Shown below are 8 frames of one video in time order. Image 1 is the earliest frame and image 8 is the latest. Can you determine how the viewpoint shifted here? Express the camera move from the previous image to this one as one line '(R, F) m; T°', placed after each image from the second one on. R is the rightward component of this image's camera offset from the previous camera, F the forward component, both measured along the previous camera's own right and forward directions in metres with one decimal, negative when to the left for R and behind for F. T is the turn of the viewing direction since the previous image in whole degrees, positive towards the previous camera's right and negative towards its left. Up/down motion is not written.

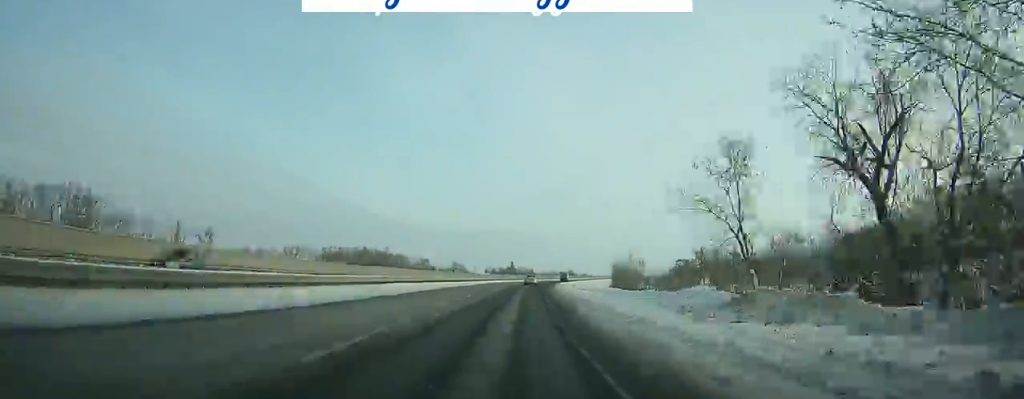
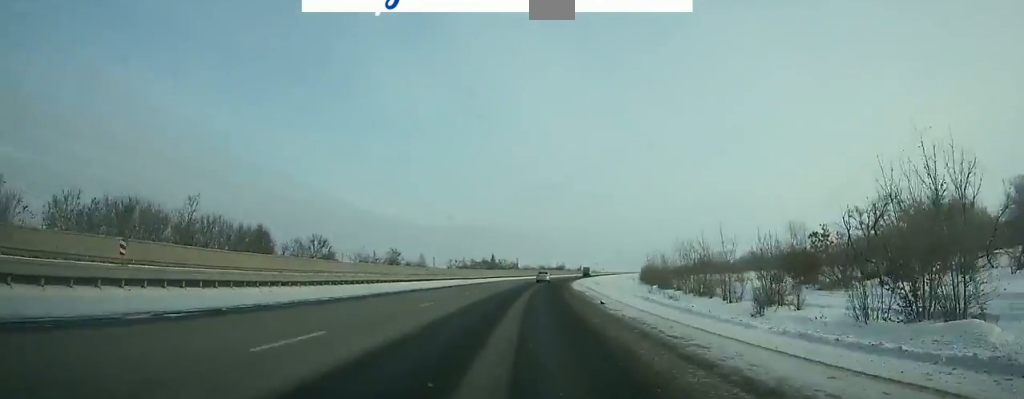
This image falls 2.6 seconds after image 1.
(+0.7, +59.7) m; +3°
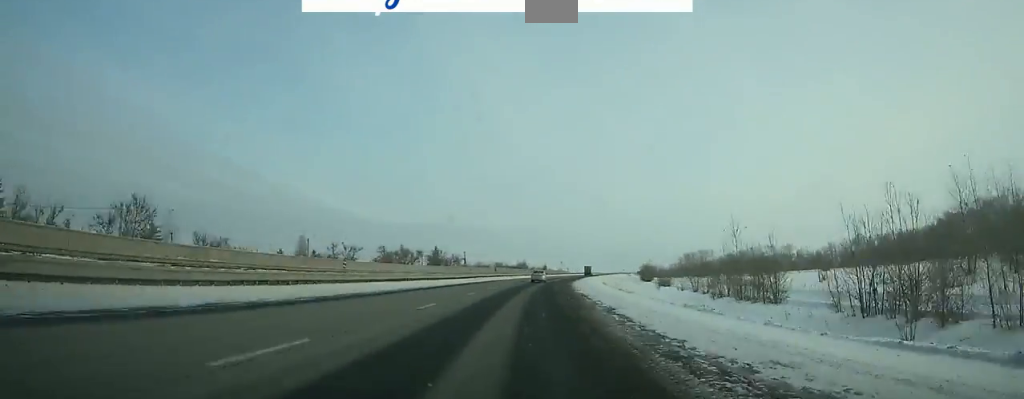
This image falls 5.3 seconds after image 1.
(+2.3, +61.8) m; +4°
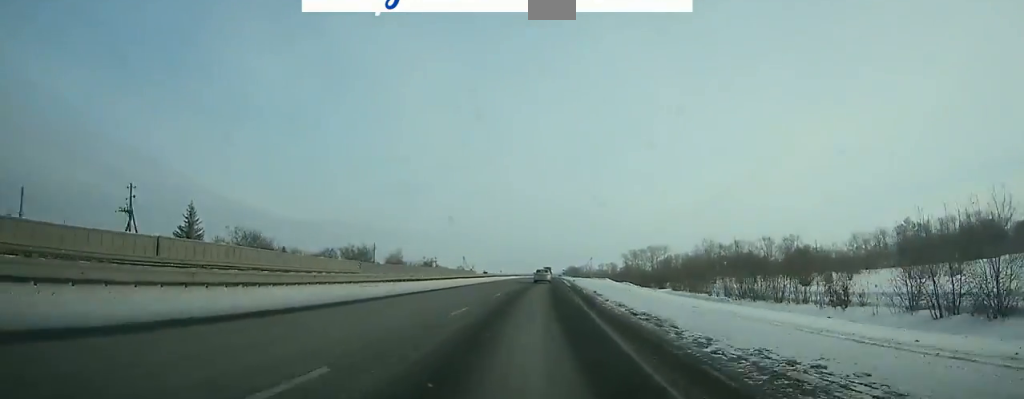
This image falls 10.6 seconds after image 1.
(+9.7, +120.8) m; +8°
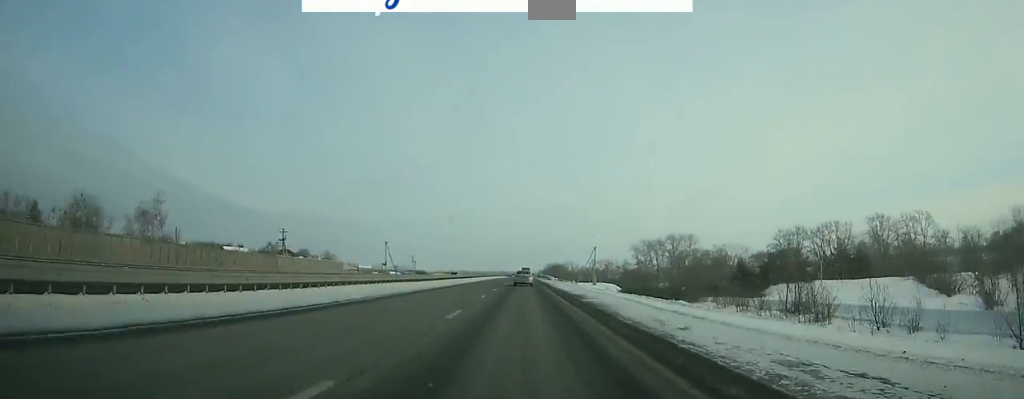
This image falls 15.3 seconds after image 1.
(+3.3, +106.0) m; +2°
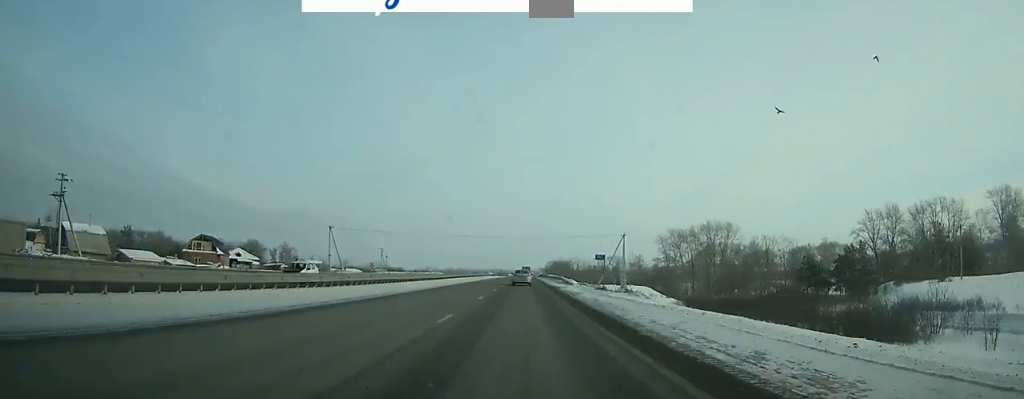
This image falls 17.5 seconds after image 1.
(0.0, +48.9) m; 0°
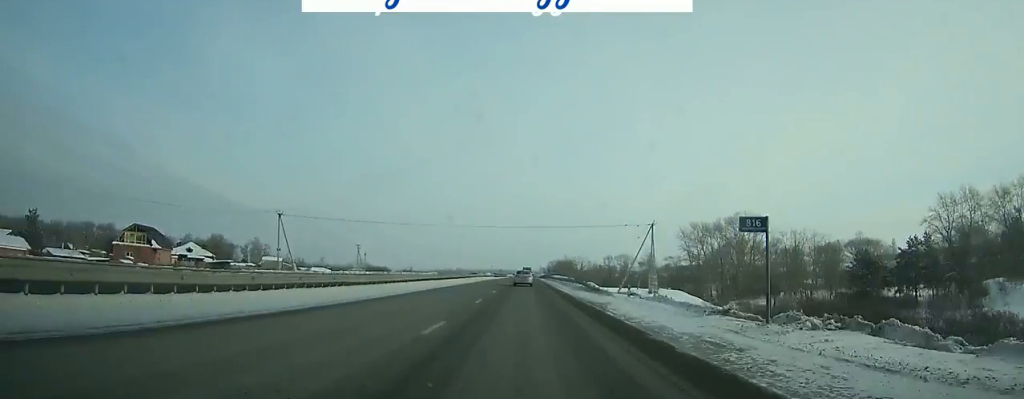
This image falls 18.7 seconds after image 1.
(0.0, +26.3) m; 0°
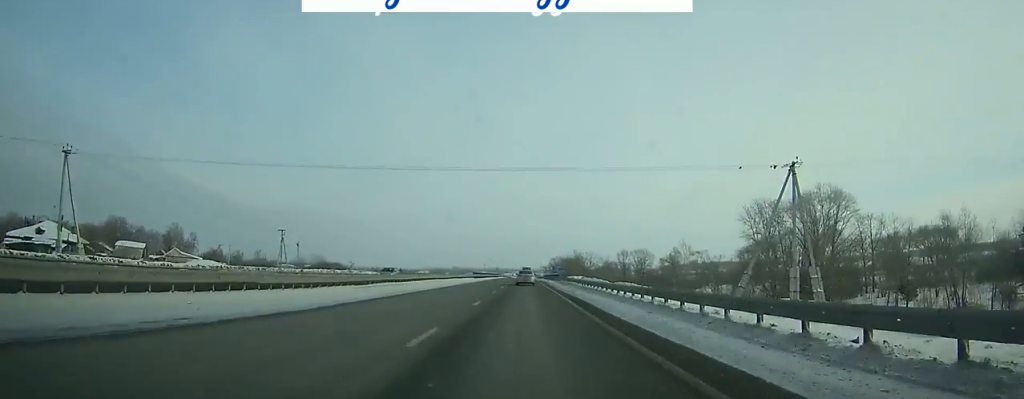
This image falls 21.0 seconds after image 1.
(0.0, +50.1) m; 0°
